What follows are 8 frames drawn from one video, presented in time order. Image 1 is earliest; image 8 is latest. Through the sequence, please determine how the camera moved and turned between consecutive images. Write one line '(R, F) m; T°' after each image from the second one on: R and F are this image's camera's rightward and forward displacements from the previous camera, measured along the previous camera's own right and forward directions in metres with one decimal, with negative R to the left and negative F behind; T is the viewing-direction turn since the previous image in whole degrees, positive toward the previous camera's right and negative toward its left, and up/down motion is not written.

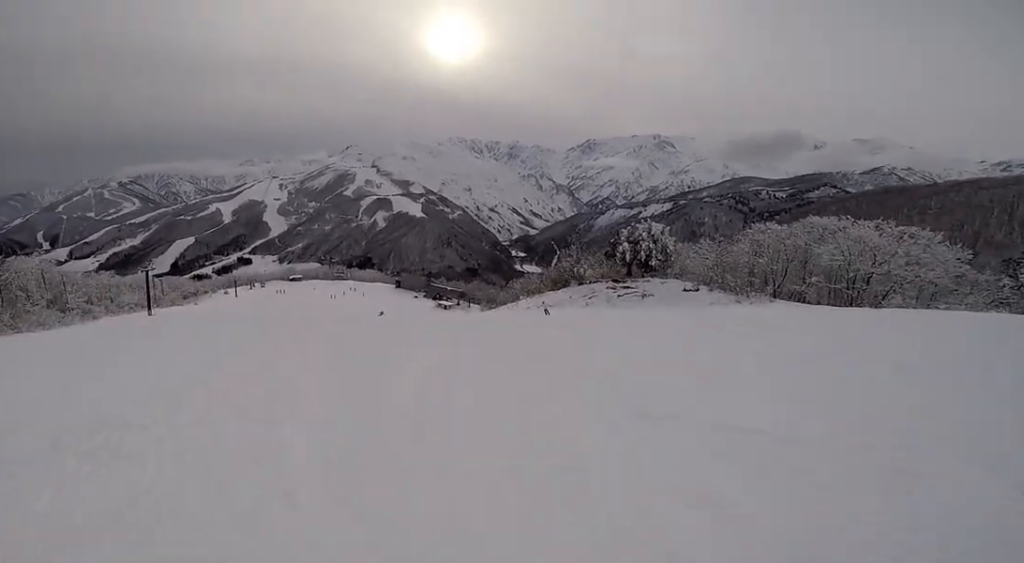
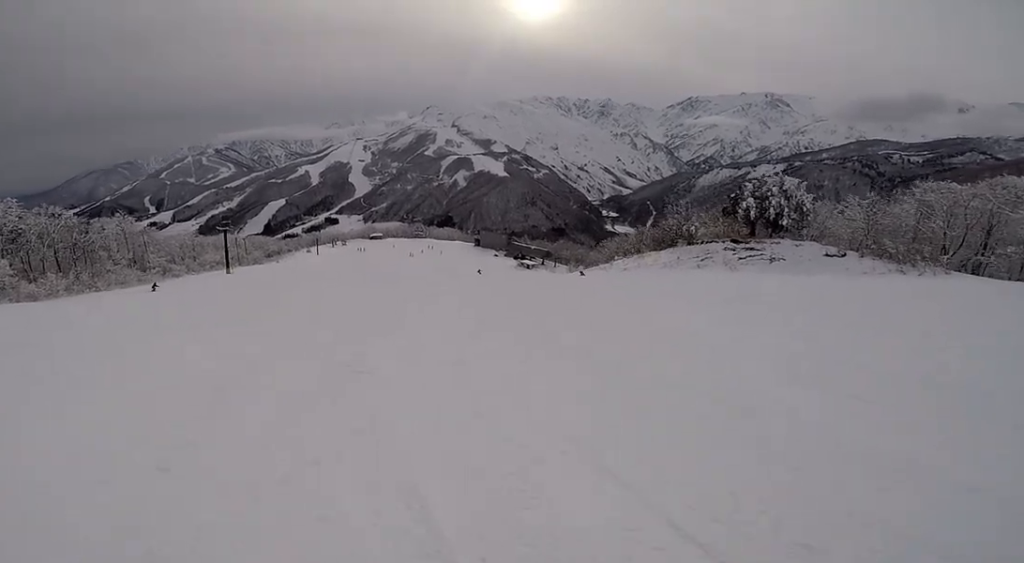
(-2.2, +6.9) m; -17°
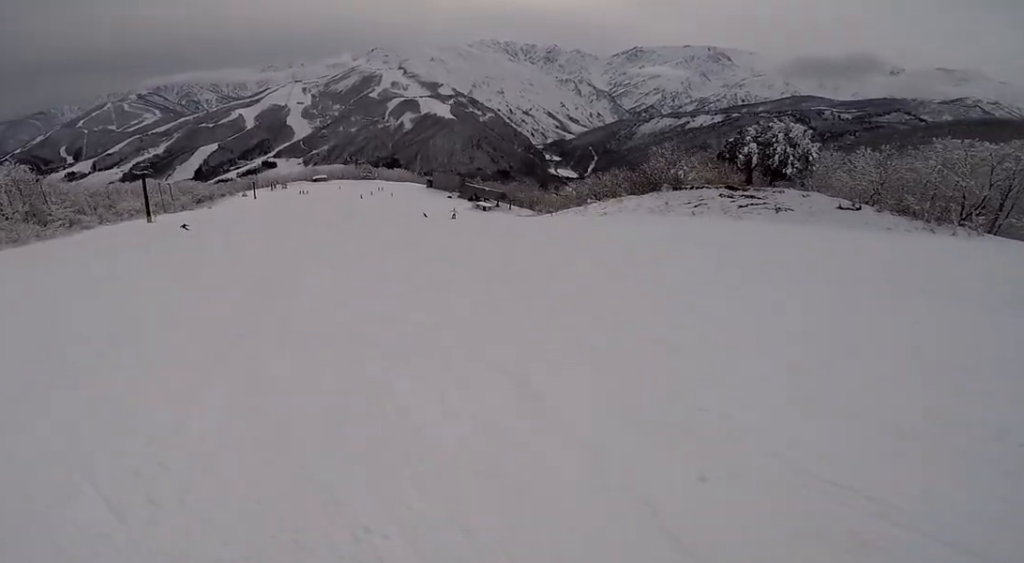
(+0.7, +9.2) m; +11°
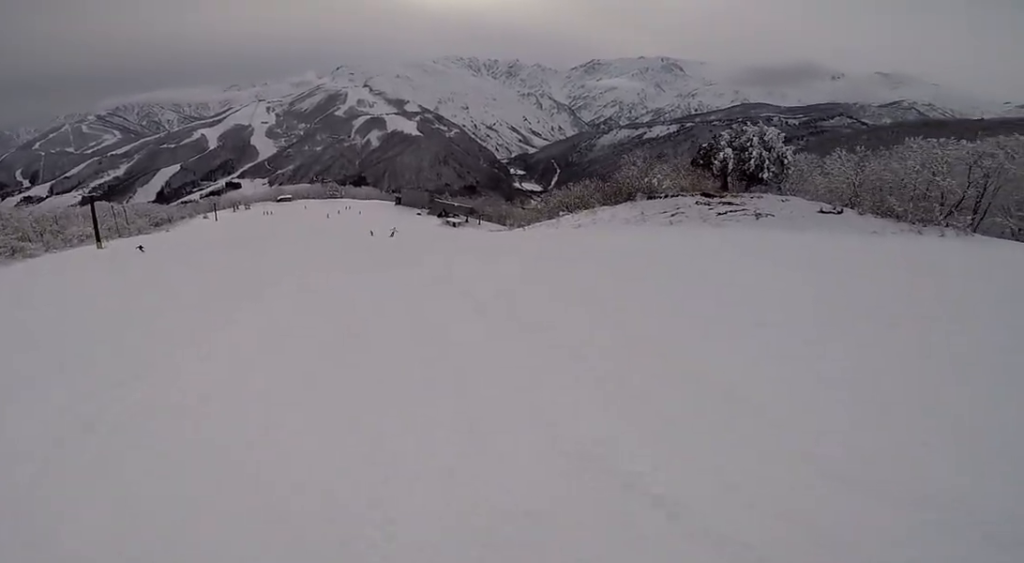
(+0.2, +3.5) m; +5°
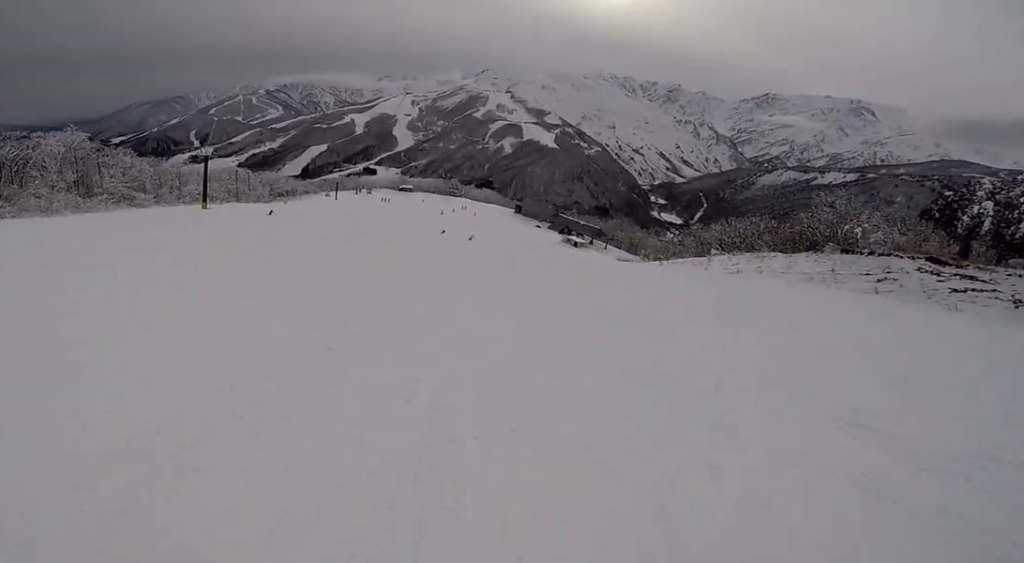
(-0.8, +9.9) m; -12°
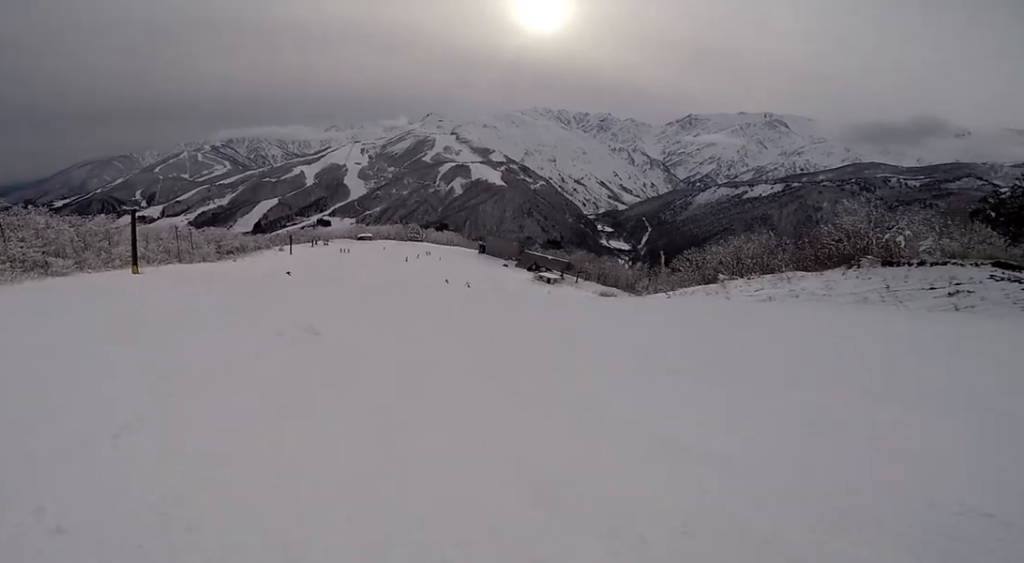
(-0.9, +11.0) m; +3°
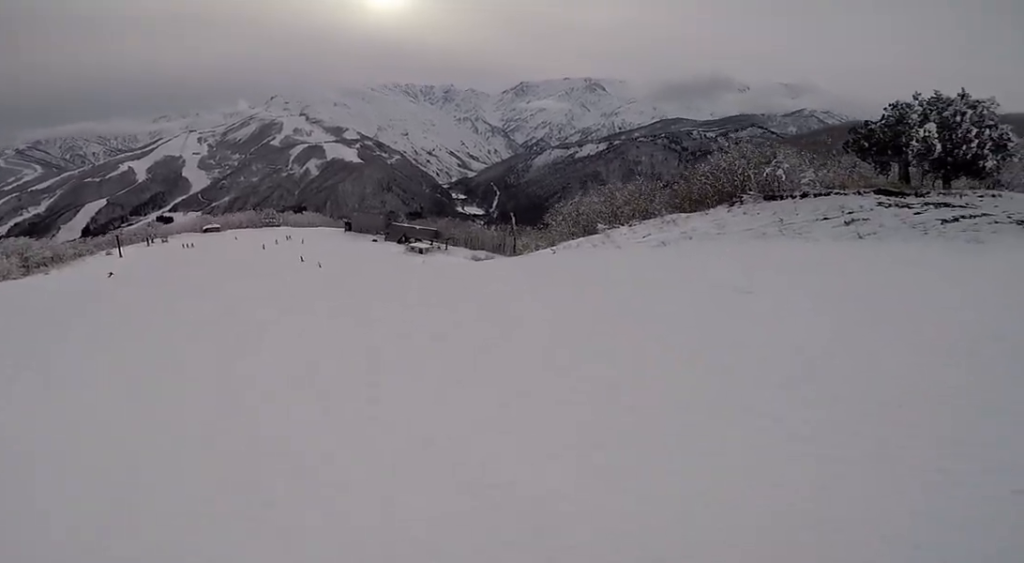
(+1.1, +8.3) m; +6°
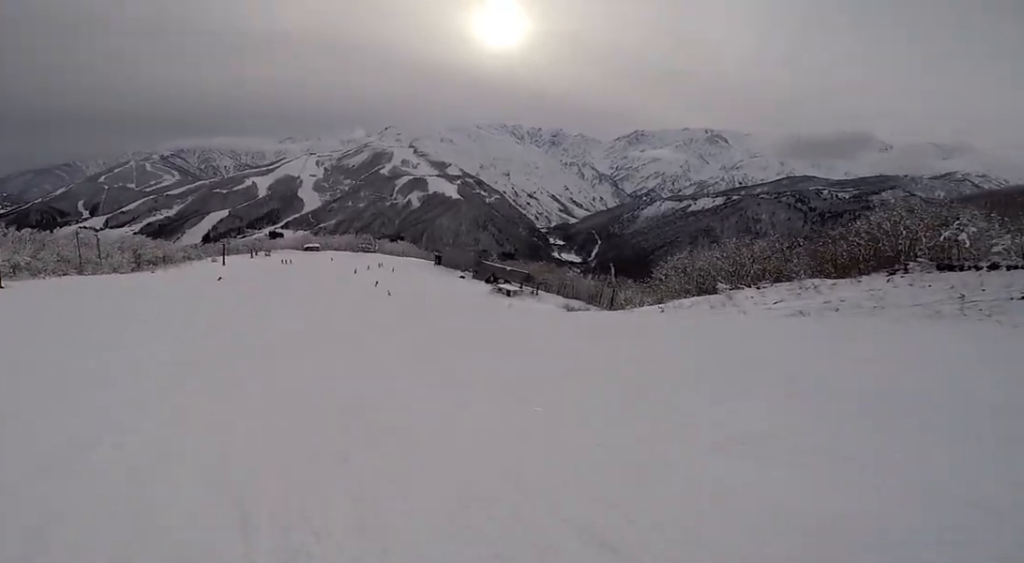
(-0.2, +4.3) m; -4°
